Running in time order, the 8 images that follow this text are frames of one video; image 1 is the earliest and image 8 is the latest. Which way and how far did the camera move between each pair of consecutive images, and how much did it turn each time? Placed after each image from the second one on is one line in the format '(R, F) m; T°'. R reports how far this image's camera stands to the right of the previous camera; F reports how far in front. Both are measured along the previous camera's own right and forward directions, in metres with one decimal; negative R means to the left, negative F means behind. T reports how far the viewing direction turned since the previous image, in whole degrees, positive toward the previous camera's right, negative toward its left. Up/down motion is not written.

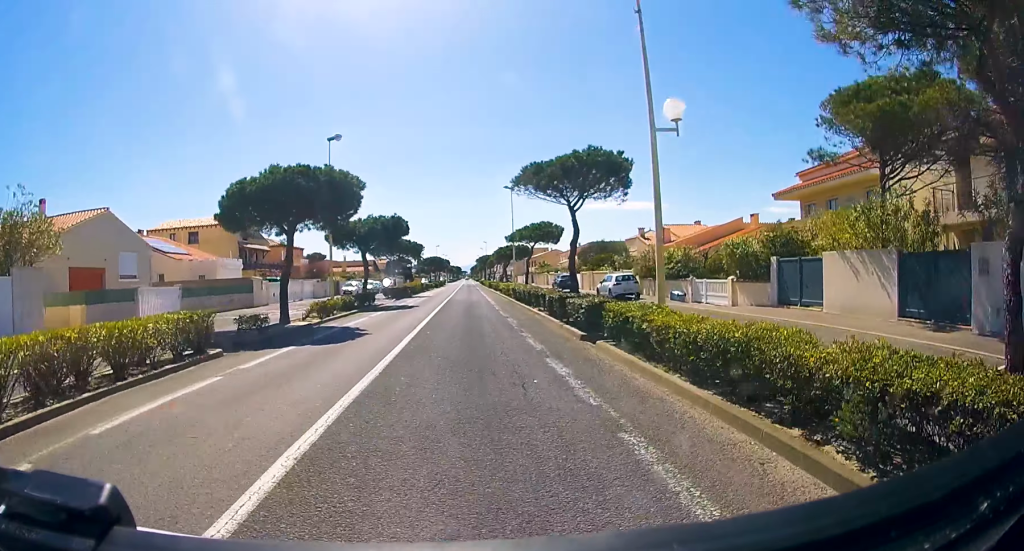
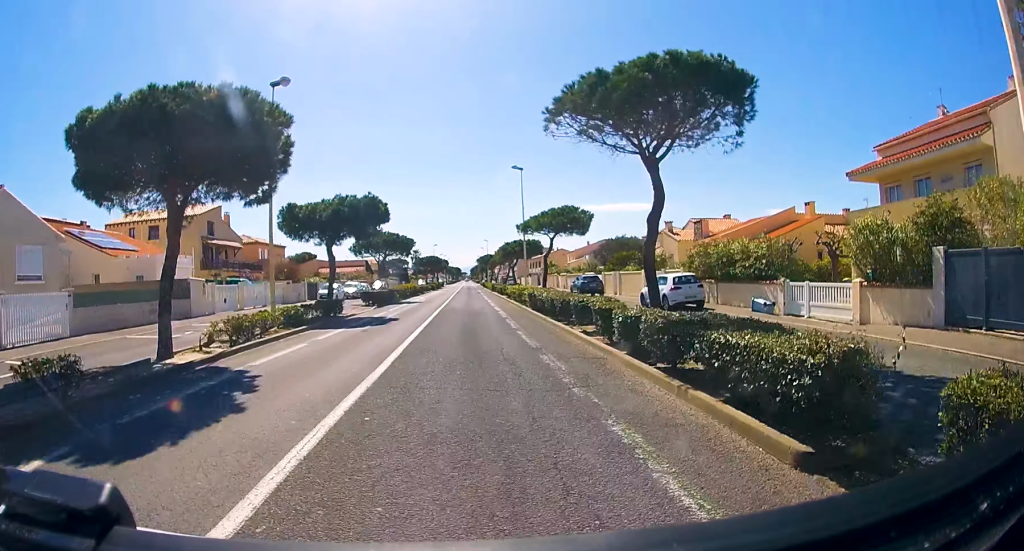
(0.0, +8.3) m; 0°
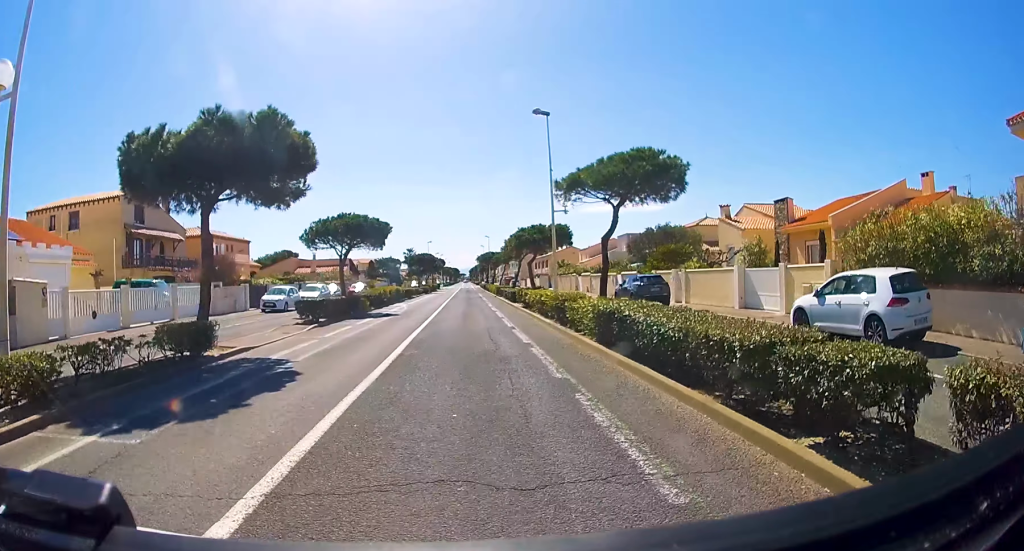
(0.0, +12.0) m; +1°
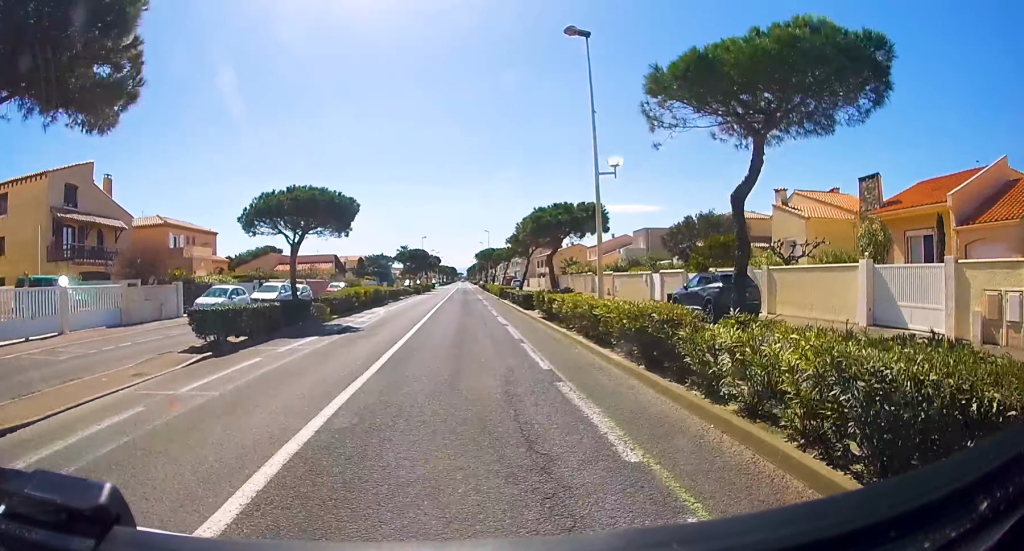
(+0.1, +7.7) m; 0°
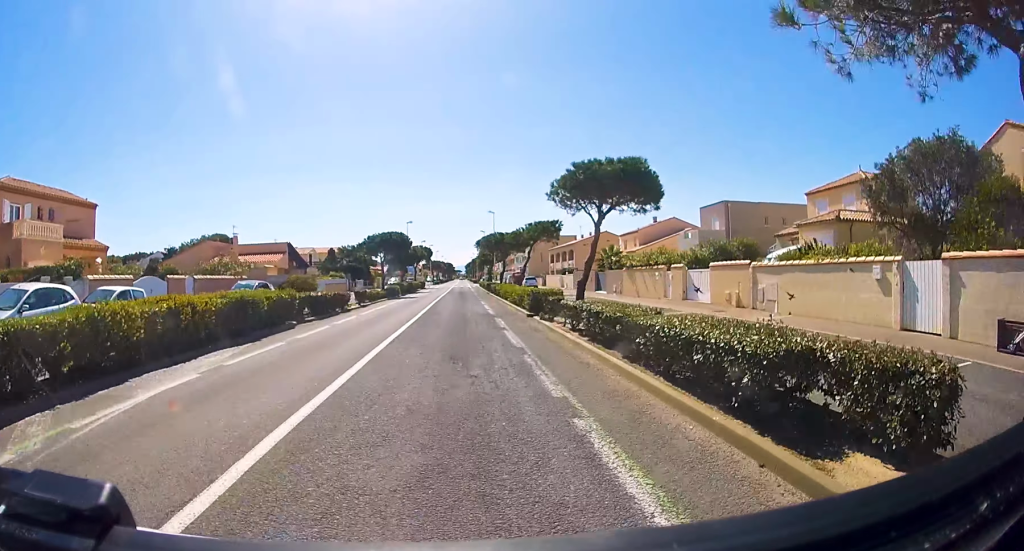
(-0.1, +19.8) m; 0°
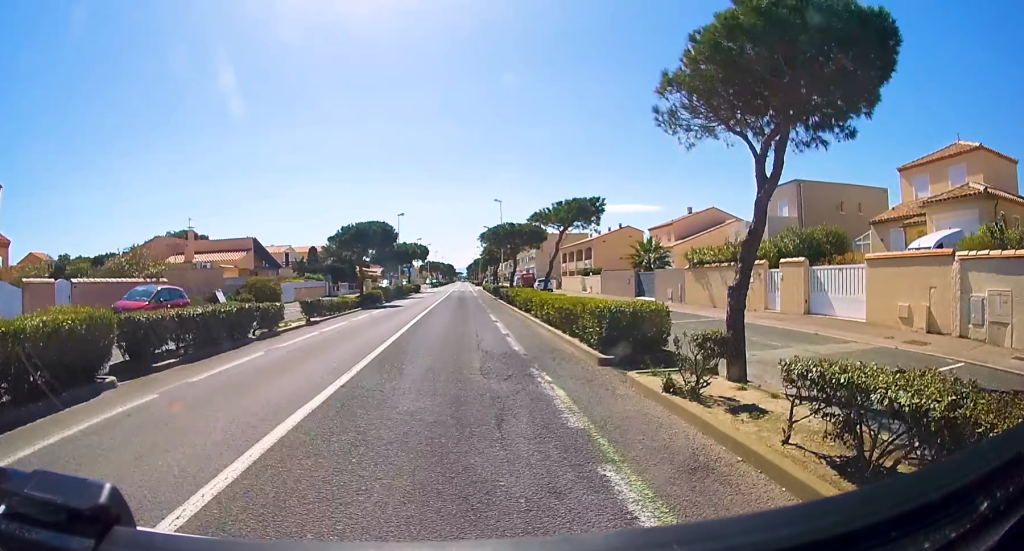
(0.0, +9.8) m; 0°
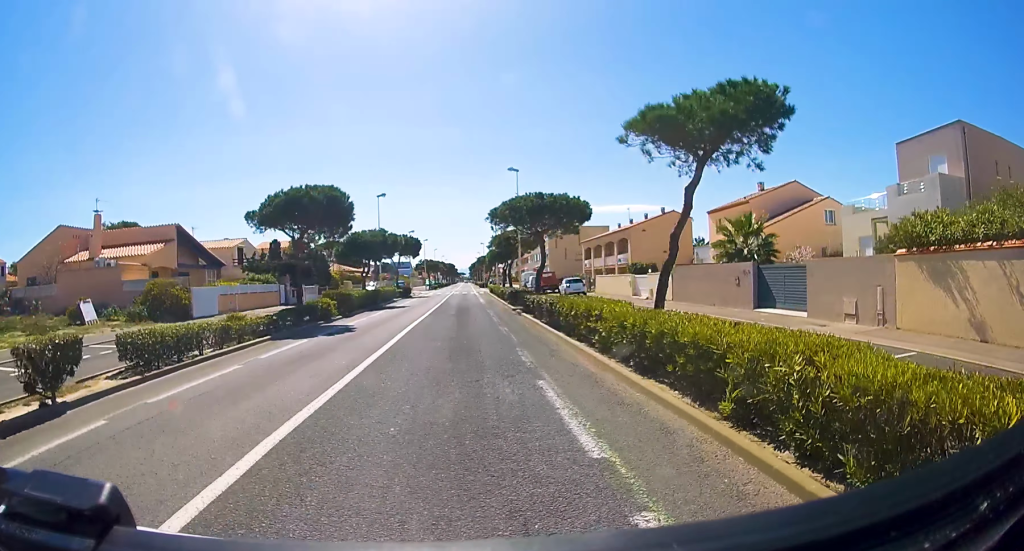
(0.0, +14.1) m; 0°
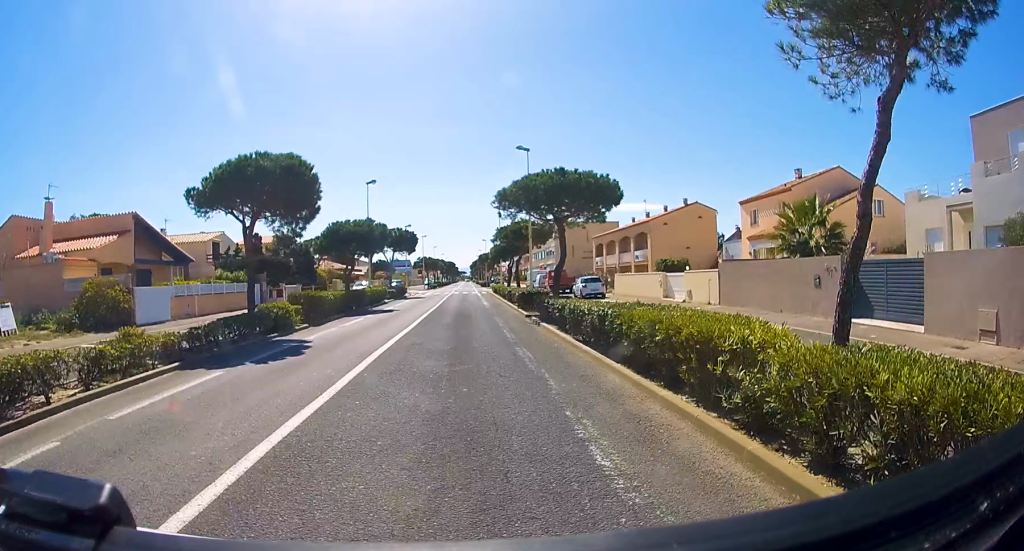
(0.0, +5.2) m; 0°
